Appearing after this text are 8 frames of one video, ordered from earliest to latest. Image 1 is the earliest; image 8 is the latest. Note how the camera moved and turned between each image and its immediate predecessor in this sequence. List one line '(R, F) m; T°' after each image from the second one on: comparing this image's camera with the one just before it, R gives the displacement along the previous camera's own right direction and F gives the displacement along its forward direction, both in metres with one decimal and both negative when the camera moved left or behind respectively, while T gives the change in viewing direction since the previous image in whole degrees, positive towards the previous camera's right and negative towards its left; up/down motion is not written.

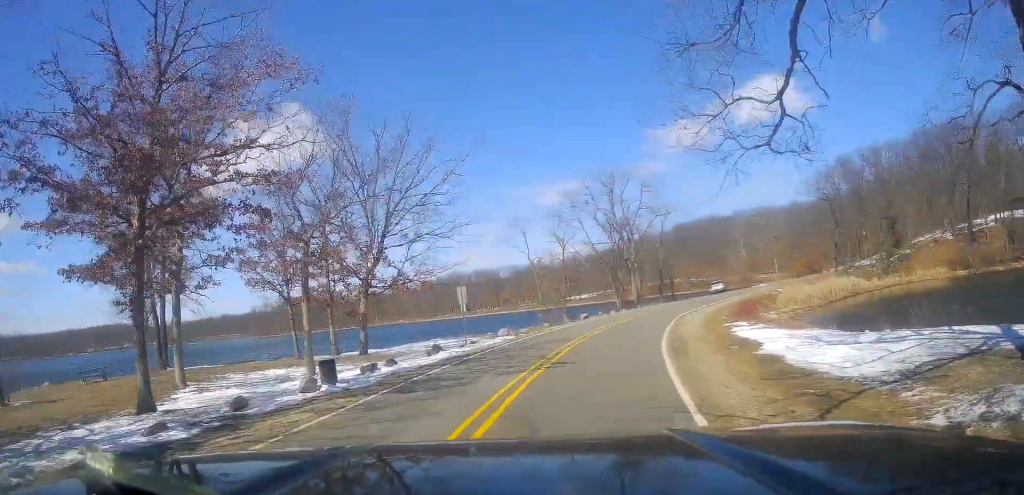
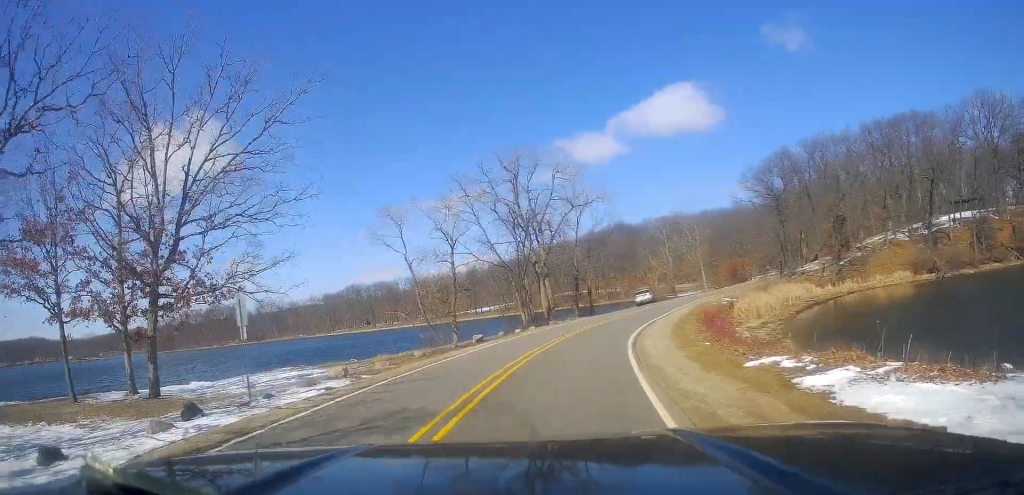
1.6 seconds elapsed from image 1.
(0.0, +12.8) m; +3°
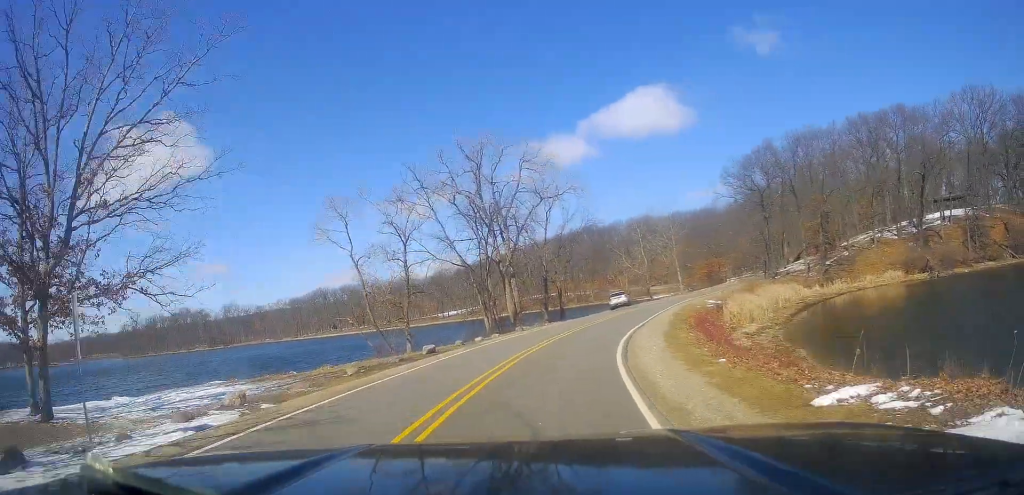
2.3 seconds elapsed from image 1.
(+0.4, +4.9) m; +5°
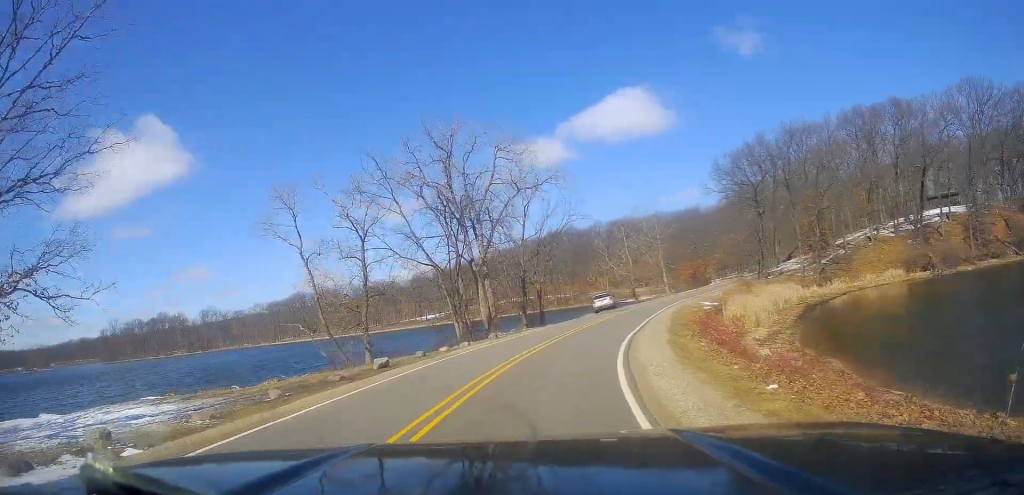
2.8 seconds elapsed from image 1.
(+0.1, +4.4) m; +2°
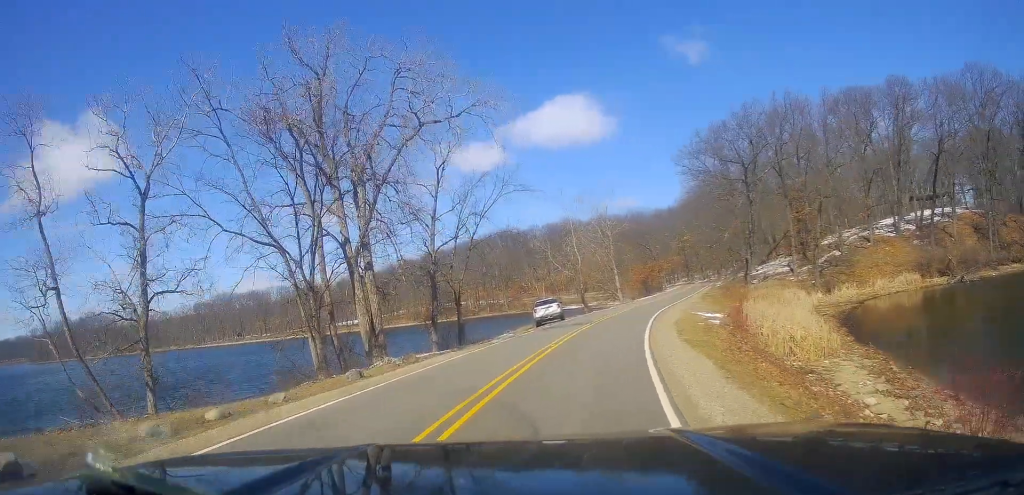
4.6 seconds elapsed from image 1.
(+0.8, +14.3) m; +8°
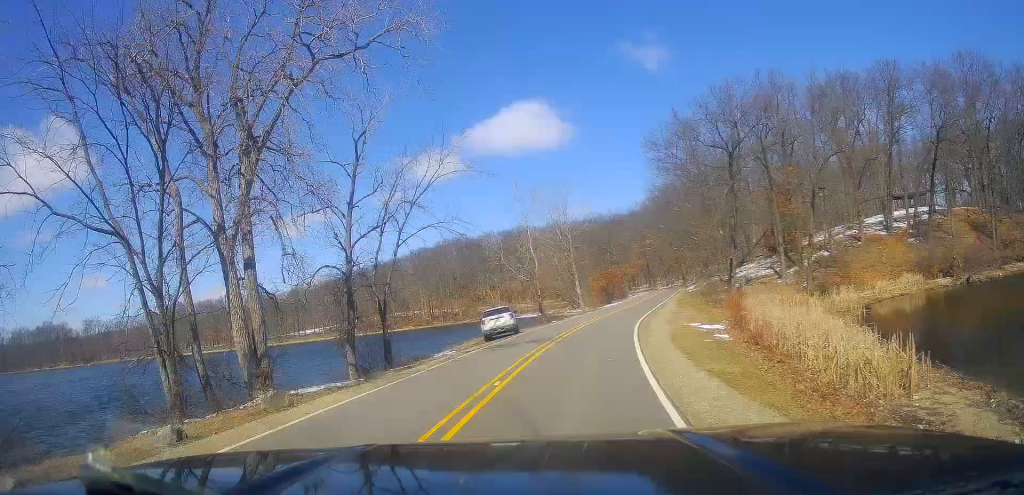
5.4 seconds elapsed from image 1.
(+0.1, +7.0) m; +6°
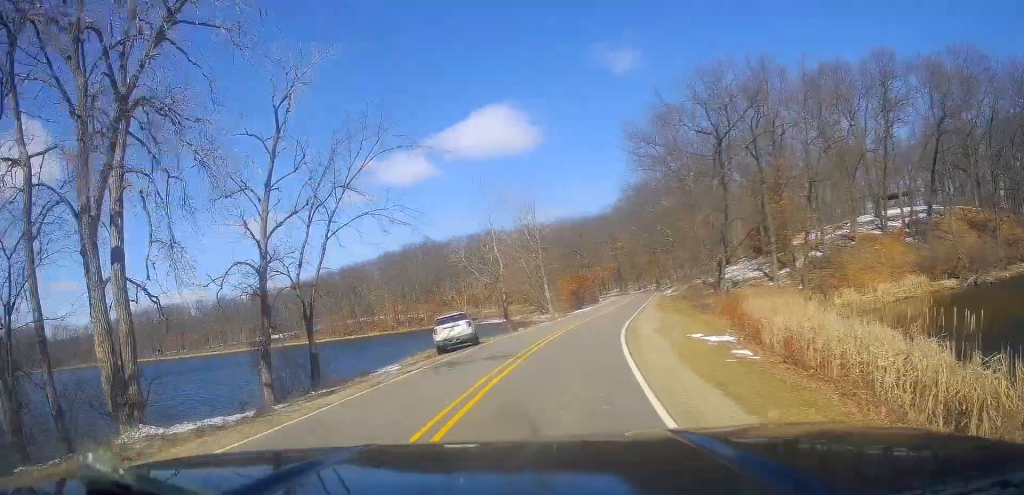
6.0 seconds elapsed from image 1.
(+0.5, +5.1) m; +4°
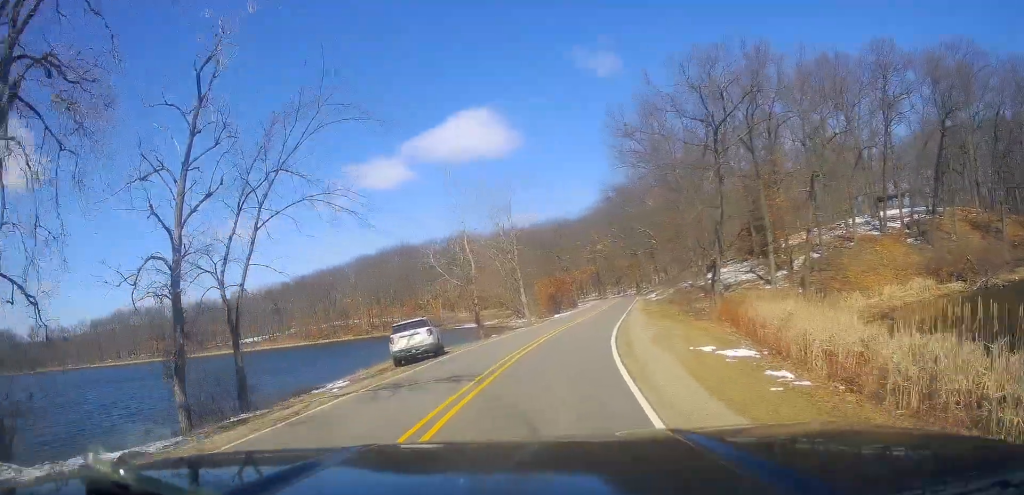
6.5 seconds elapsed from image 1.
(+0.1, +4.0) m; +3°
